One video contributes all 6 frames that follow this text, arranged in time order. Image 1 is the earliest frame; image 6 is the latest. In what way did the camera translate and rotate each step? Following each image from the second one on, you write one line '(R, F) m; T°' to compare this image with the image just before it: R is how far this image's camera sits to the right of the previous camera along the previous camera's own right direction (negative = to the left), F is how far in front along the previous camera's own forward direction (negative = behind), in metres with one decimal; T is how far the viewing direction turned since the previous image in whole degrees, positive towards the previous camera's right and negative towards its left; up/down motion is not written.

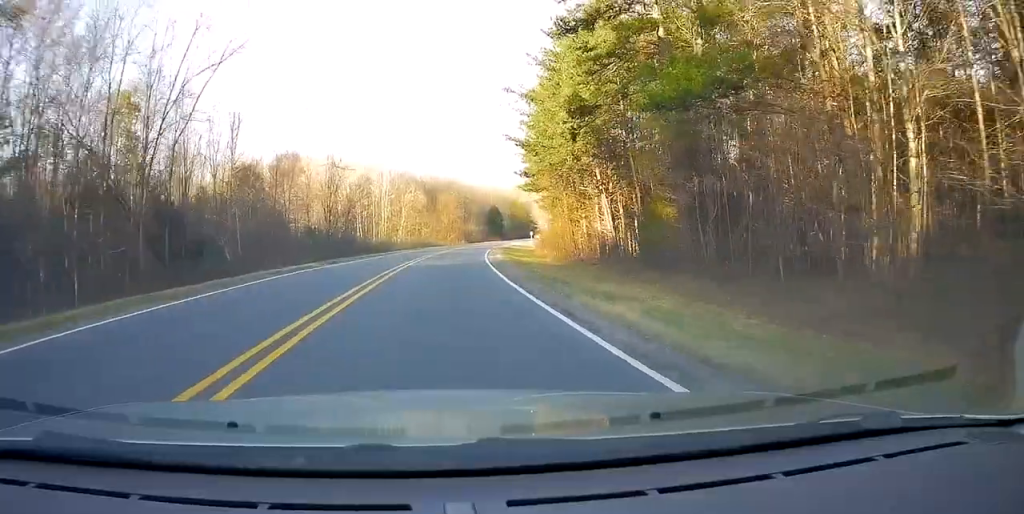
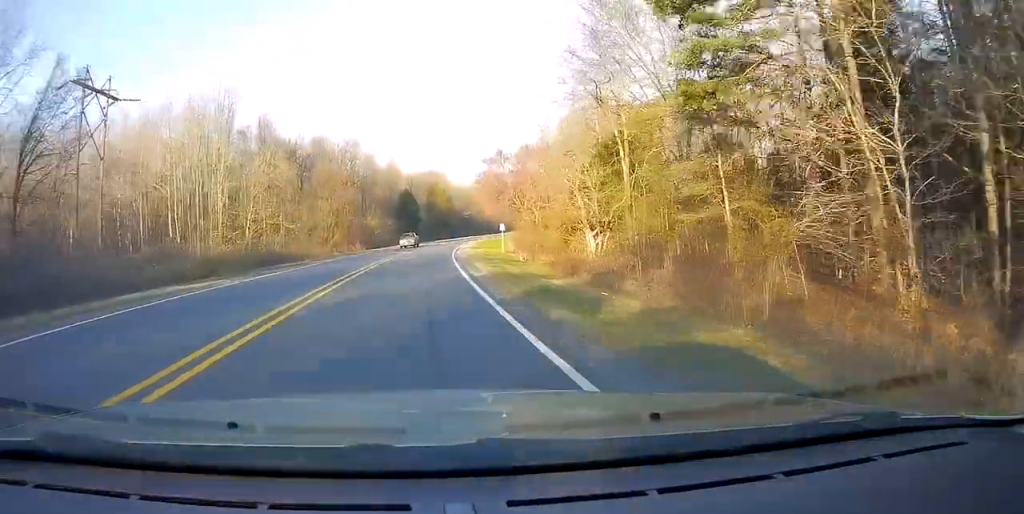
(+4.3, +57.4) m; +8°
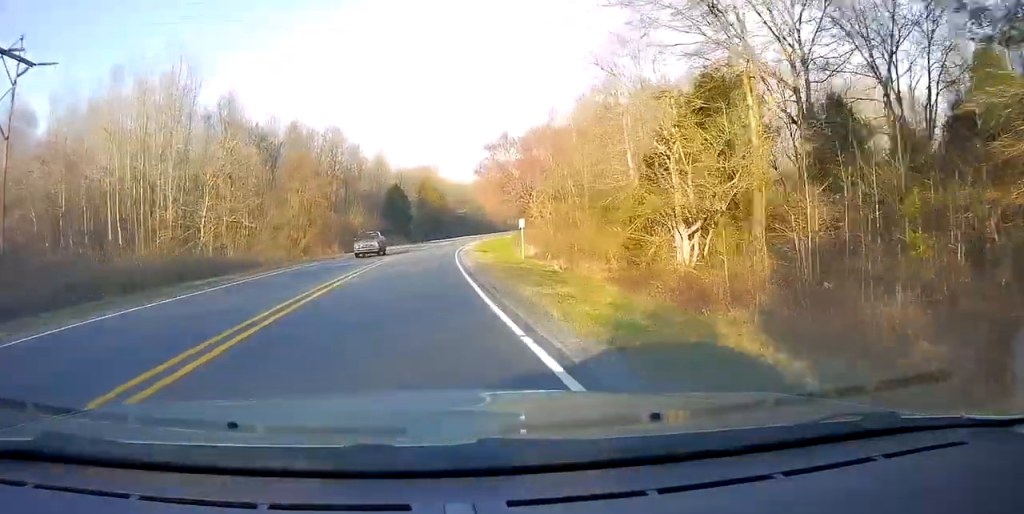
(+0.2, +12.8) m; +2°
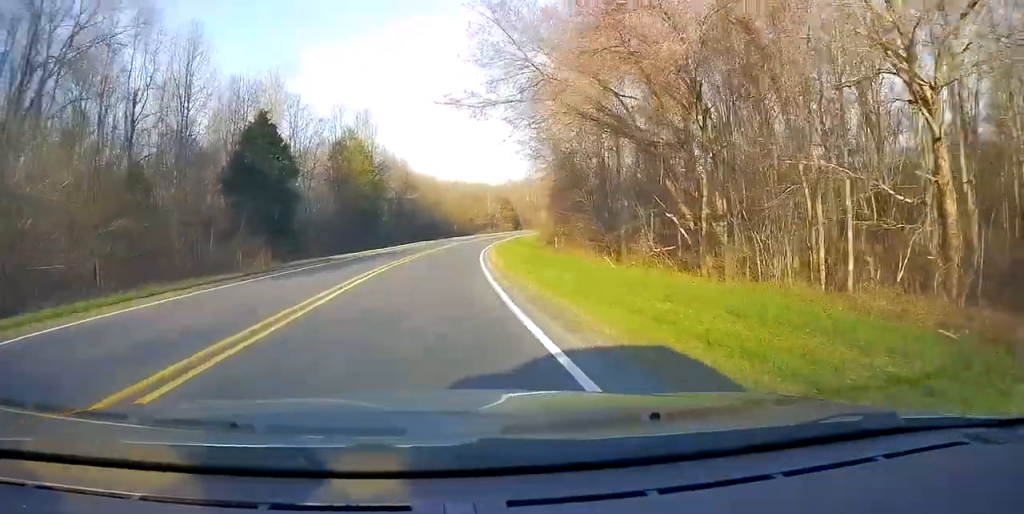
(+2.6, +61.1) m; +4°
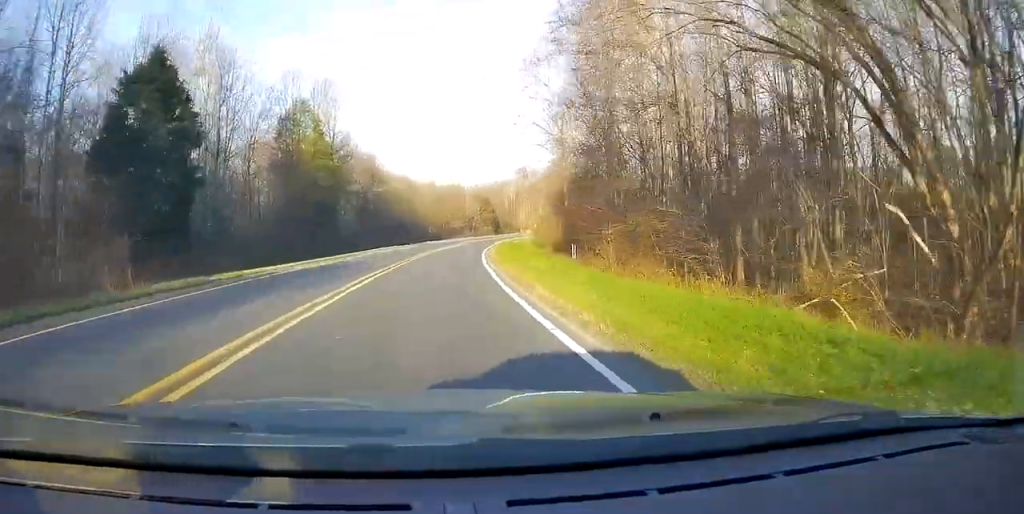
(+0.1, +15.2) m; +3°
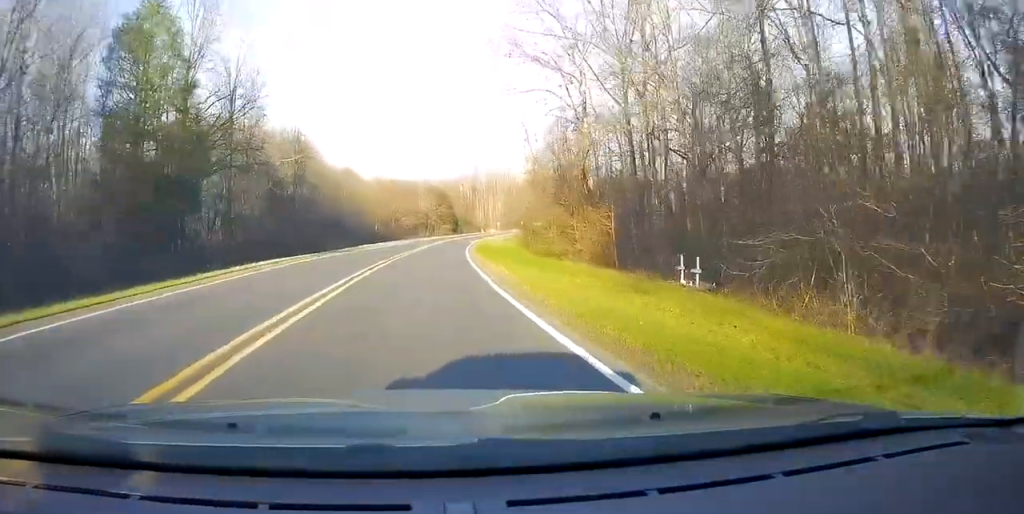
(+1.1, +23.3) m; +5°
